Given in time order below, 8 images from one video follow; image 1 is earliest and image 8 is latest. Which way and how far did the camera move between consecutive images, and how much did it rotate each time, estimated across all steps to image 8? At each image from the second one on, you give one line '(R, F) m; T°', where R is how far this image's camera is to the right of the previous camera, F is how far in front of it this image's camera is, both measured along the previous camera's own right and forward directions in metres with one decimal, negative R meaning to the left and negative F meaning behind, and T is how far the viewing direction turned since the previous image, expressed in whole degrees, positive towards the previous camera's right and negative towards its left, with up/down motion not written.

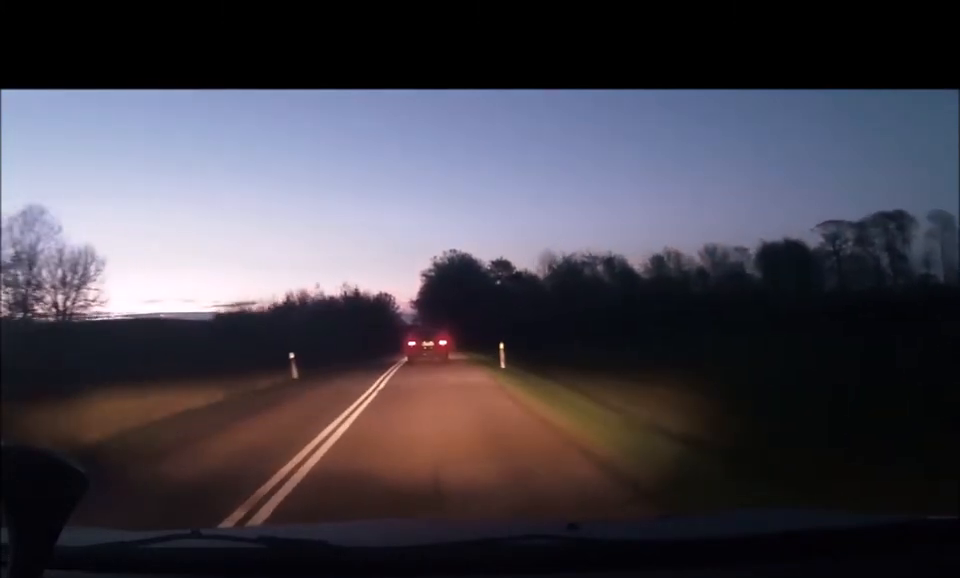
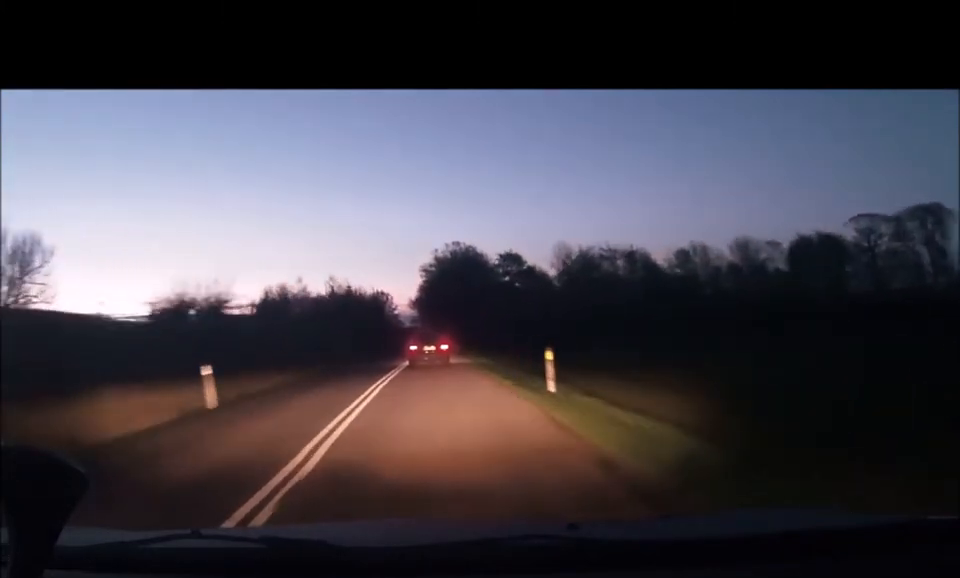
(-0.1, +9.2) m; 0°
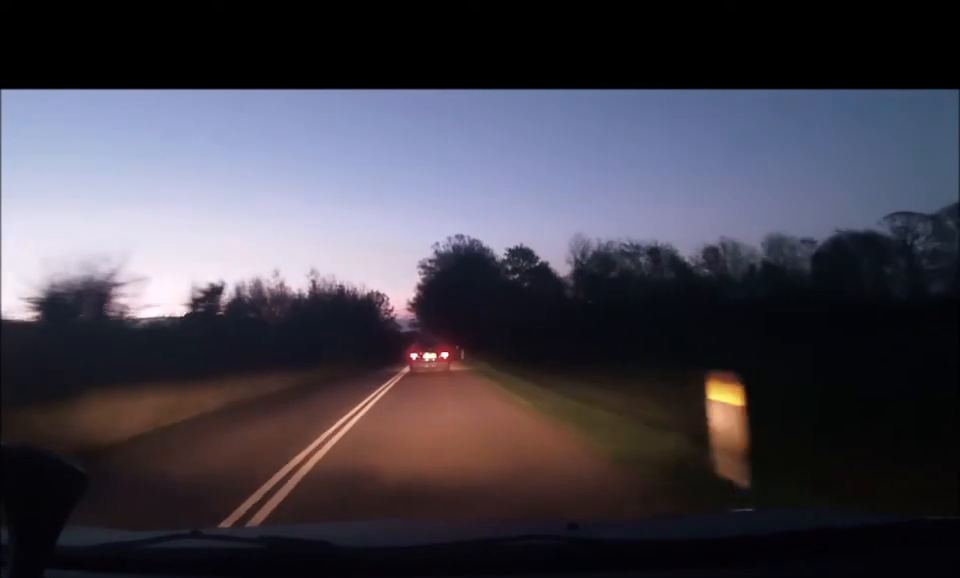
(+0.1, +8.7) m; 0°
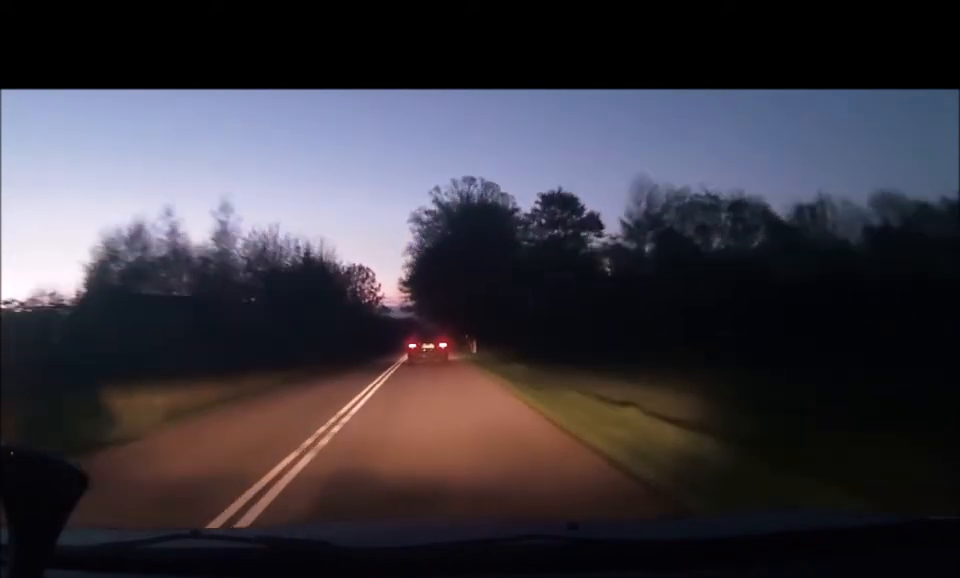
(+0.2, +19.3) m; 0°
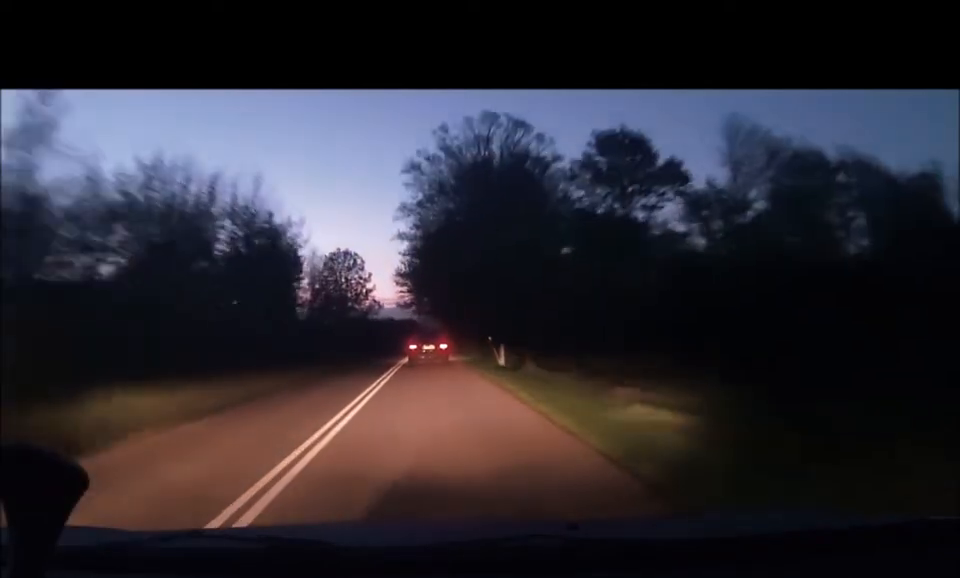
(0.0, +12.4) m; -1°
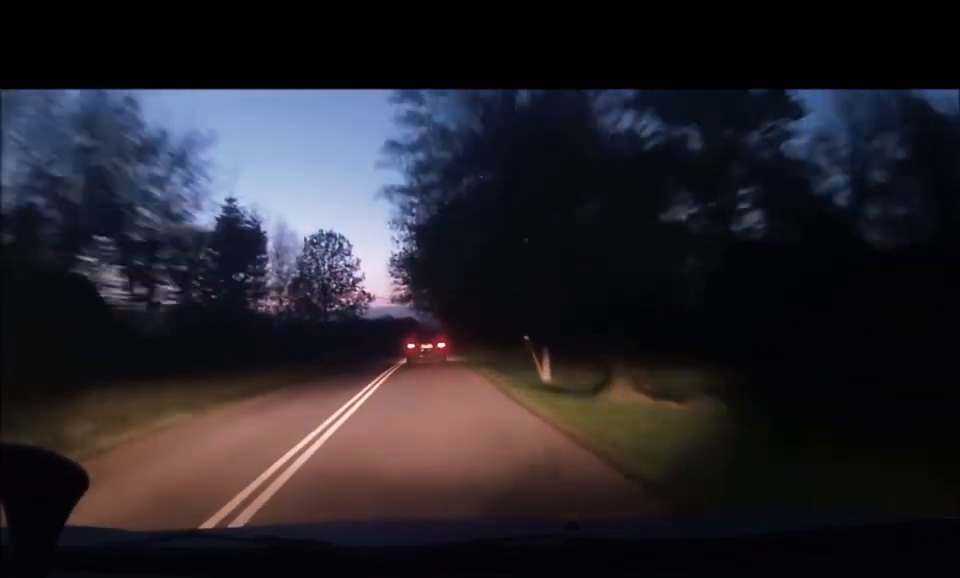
(0.0, +8.3) m; -1°
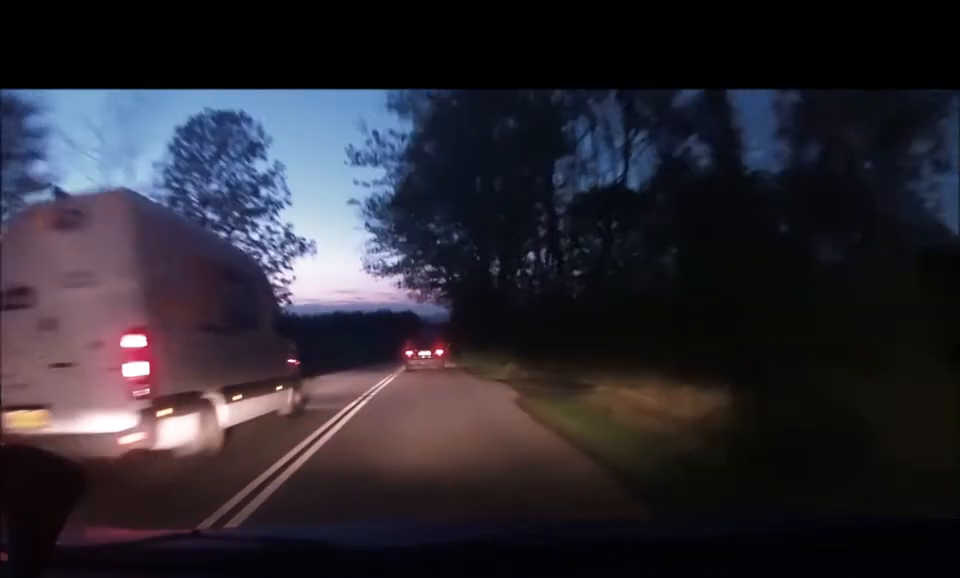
(-0.5, +25.2) m; -1°
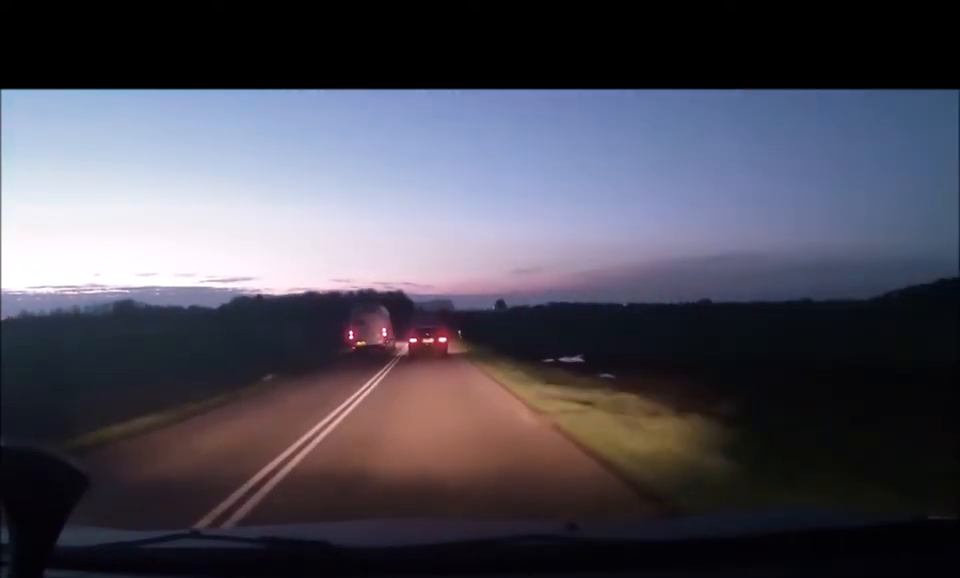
(+1.1, +57.5) m; +2°
